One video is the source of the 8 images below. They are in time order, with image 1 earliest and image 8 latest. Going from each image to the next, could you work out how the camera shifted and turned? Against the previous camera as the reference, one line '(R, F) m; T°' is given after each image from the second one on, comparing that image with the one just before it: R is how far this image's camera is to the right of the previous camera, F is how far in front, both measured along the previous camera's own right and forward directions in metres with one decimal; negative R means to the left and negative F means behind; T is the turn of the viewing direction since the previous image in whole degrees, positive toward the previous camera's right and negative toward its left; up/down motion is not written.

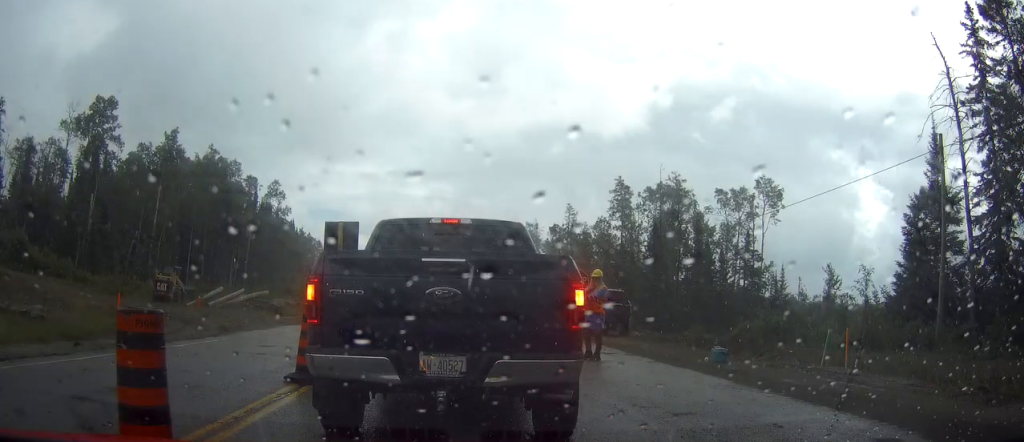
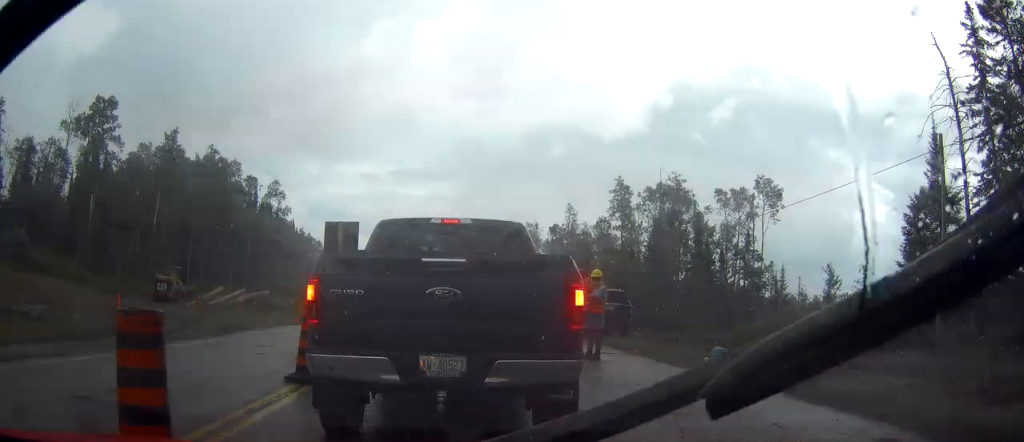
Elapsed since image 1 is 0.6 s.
(0.0, 0.0) m; 0°
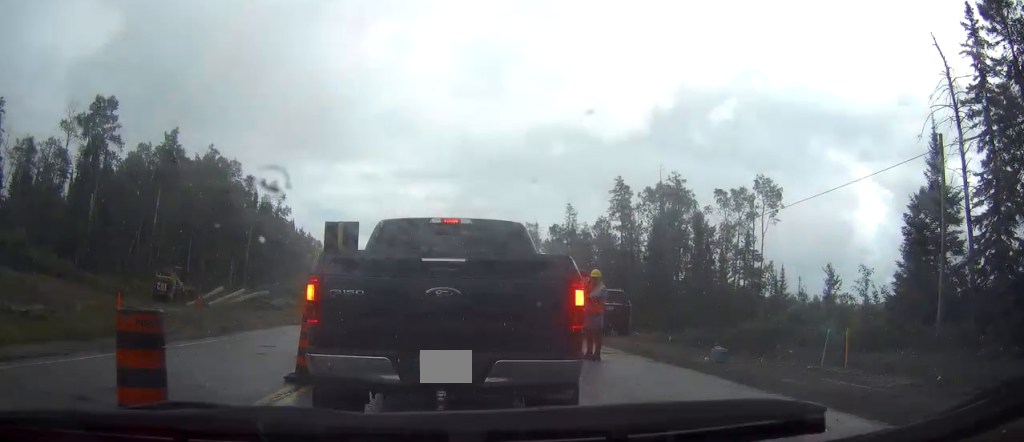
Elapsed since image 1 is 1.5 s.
(0.0, 0.0) m; 0°
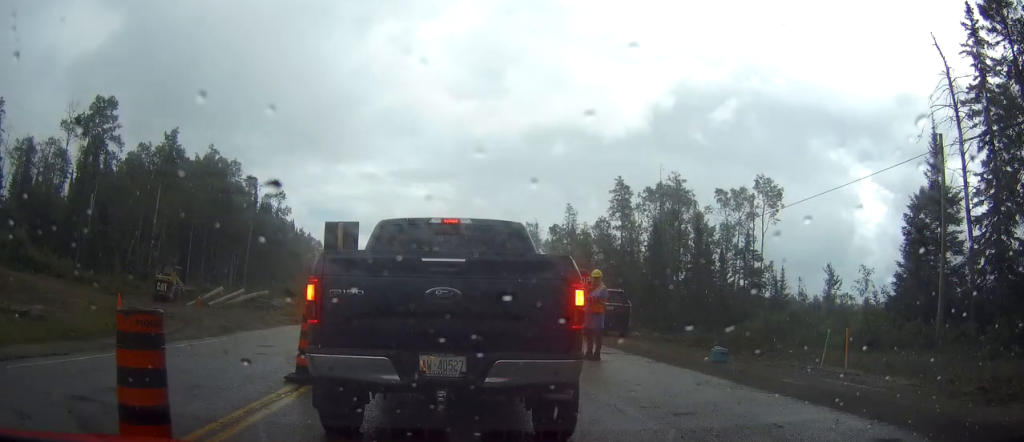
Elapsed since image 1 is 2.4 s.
(0.0, 0.0) m; 0°
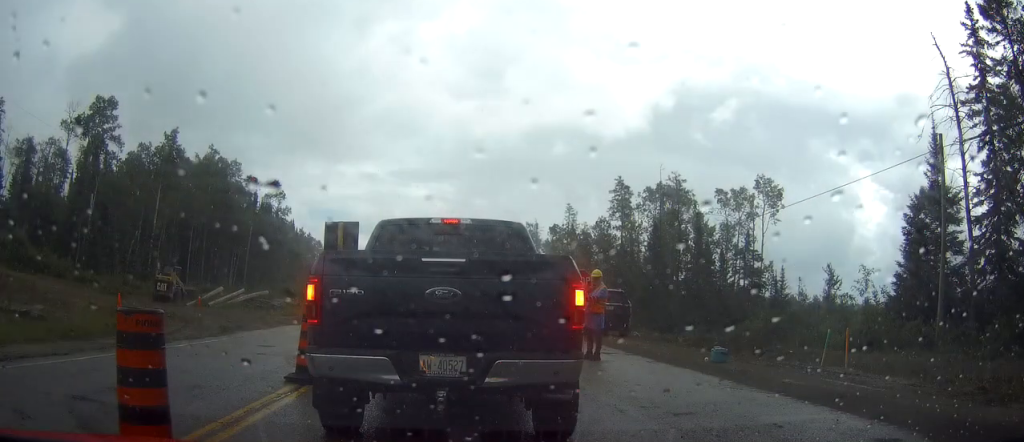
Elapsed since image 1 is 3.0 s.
(0.0, 0.0) m; 0°
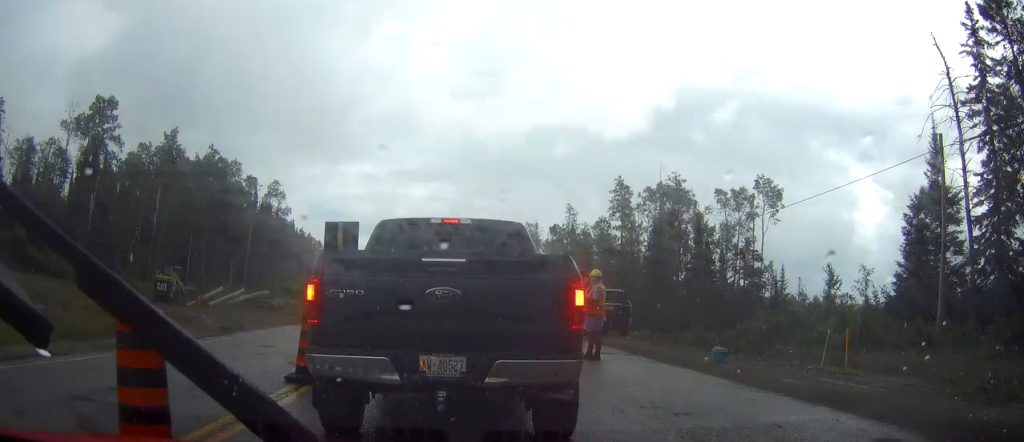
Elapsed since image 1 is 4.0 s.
(0.0, 0.0) m; 0°
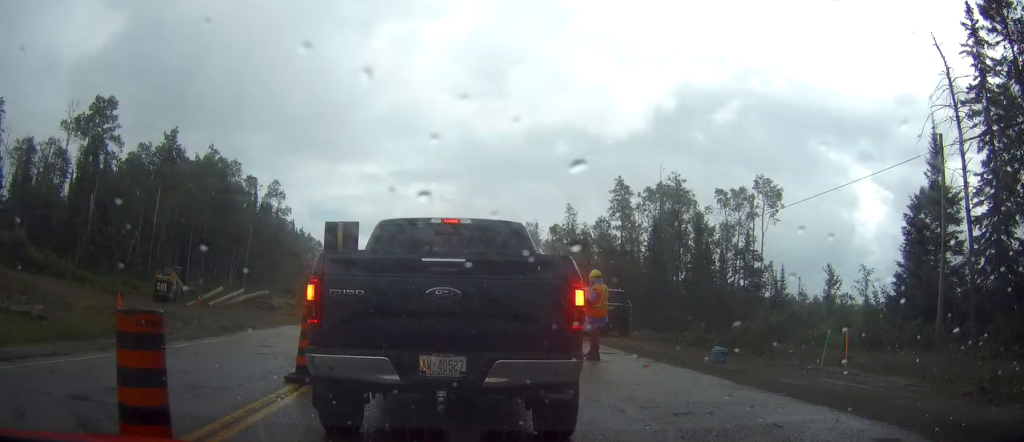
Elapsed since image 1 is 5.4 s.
(0.0, 0.0) m; 0°
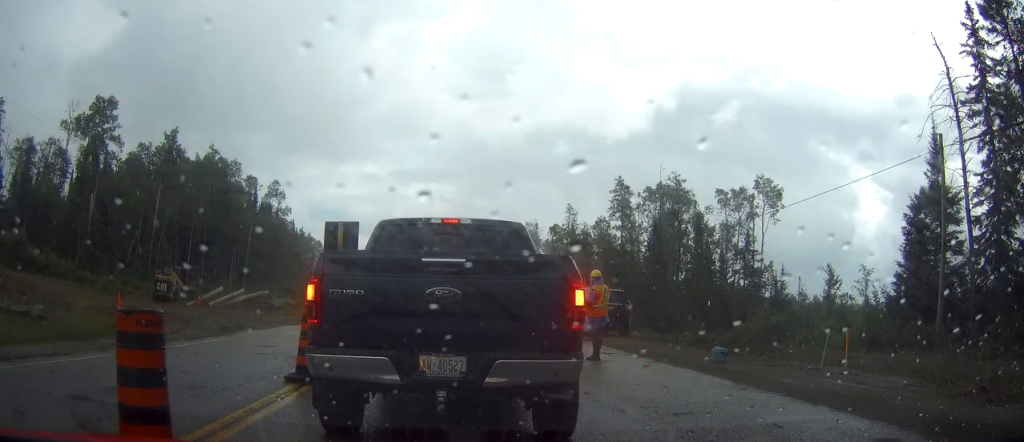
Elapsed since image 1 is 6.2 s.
(0.0, 0.0) m; 0°
